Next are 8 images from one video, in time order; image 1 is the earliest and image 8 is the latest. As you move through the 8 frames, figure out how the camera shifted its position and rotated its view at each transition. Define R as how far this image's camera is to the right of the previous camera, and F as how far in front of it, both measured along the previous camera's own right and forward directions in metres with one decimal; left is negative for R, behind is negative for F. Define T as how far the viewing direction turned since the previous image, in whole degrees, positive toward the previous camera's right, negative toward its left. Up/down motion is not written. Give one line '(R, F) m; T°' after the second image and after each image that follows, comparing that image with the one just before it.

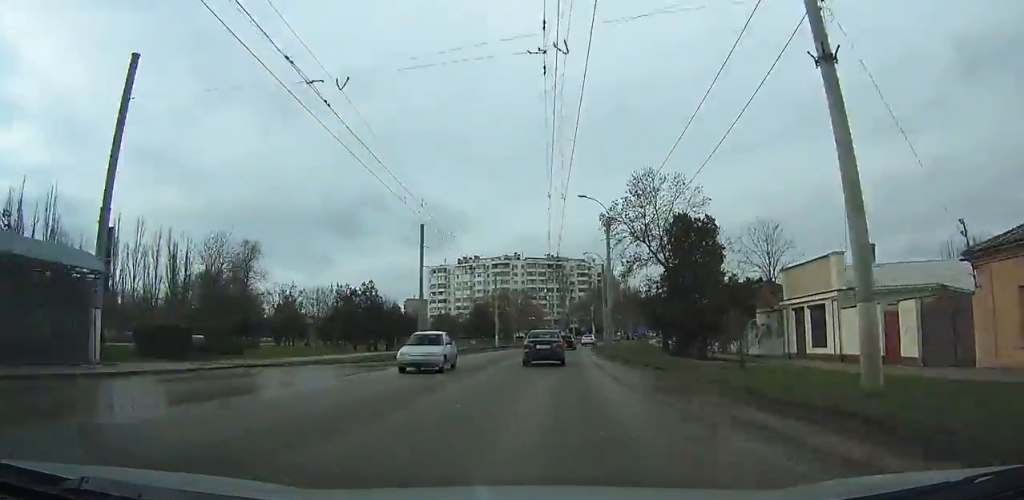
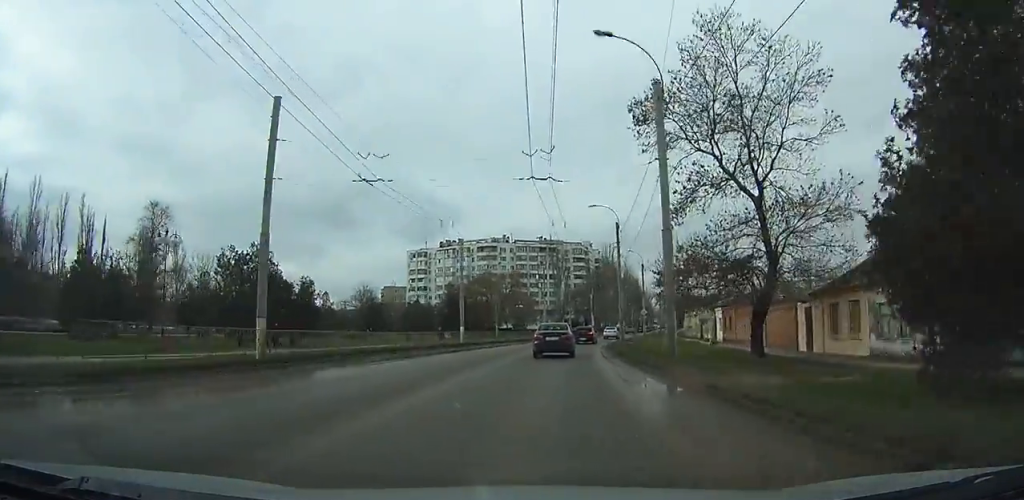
(+0.5, +21.6) m; +2°
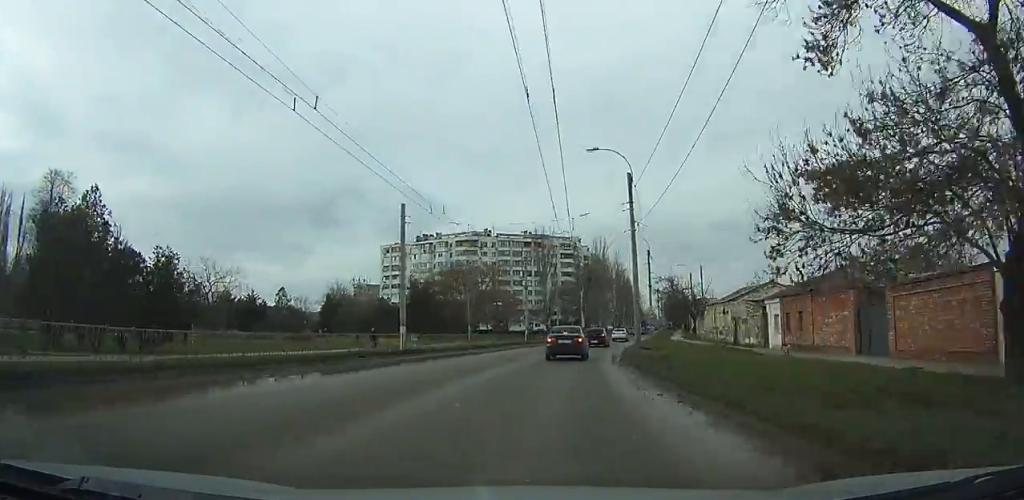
(+0.2, +14.6) m; +2°
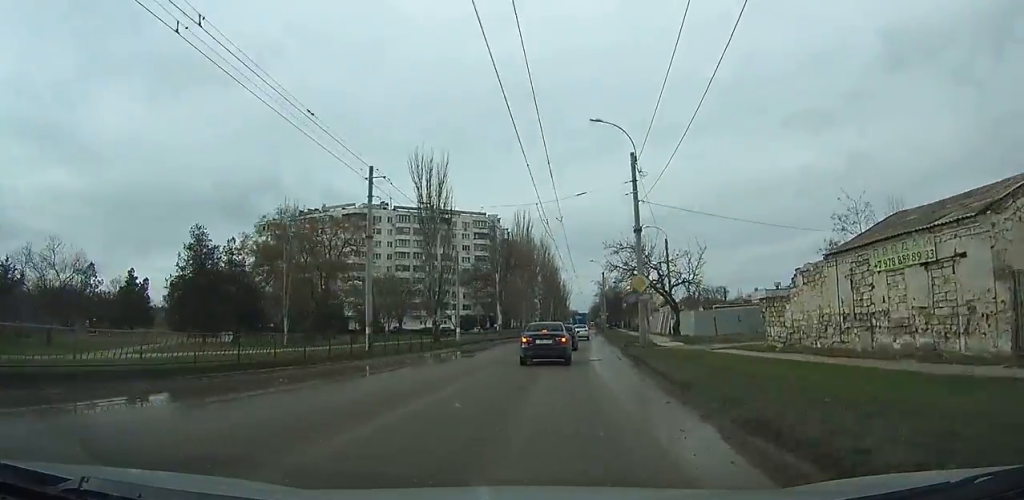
(+1.7, +32.2) m; +6°
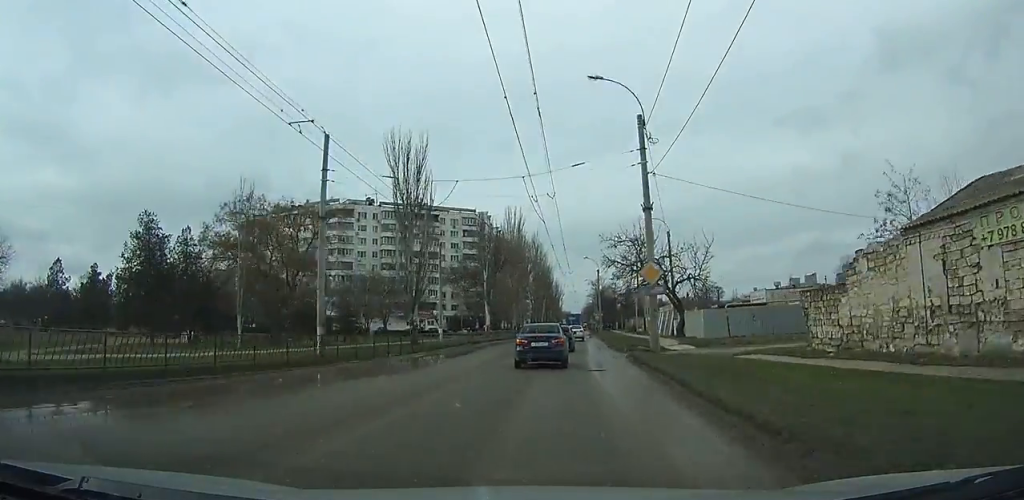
(0.0, +5.3) m; +1°
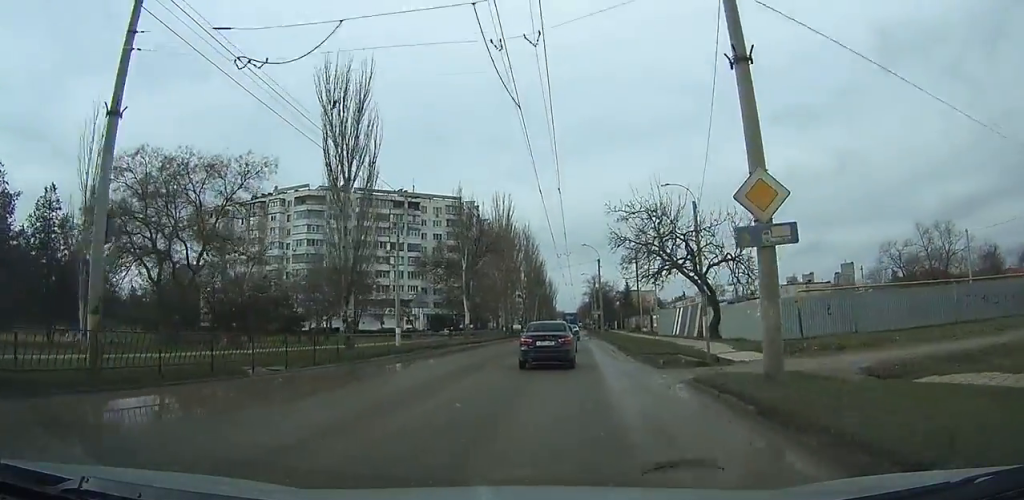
(+0.1, +12.5) m; 0°
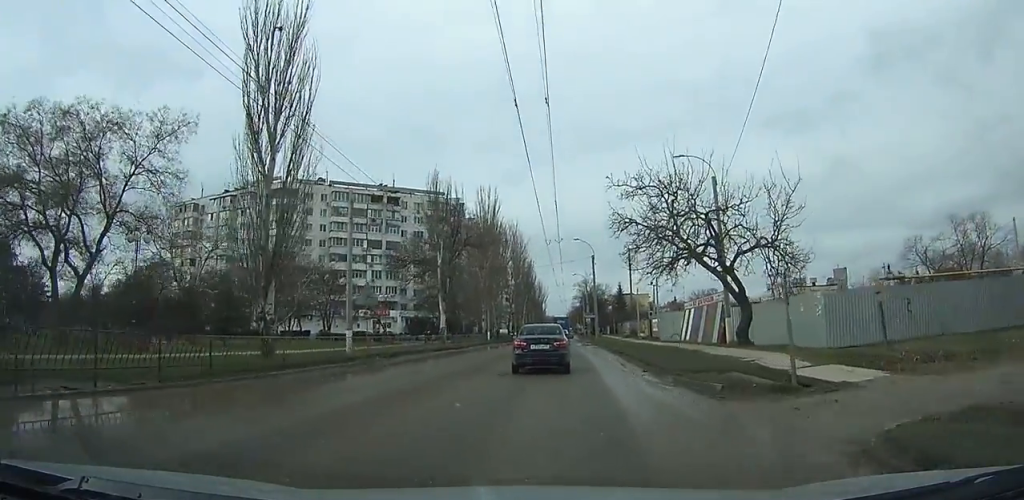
(0.0, +7.6) m; -1°
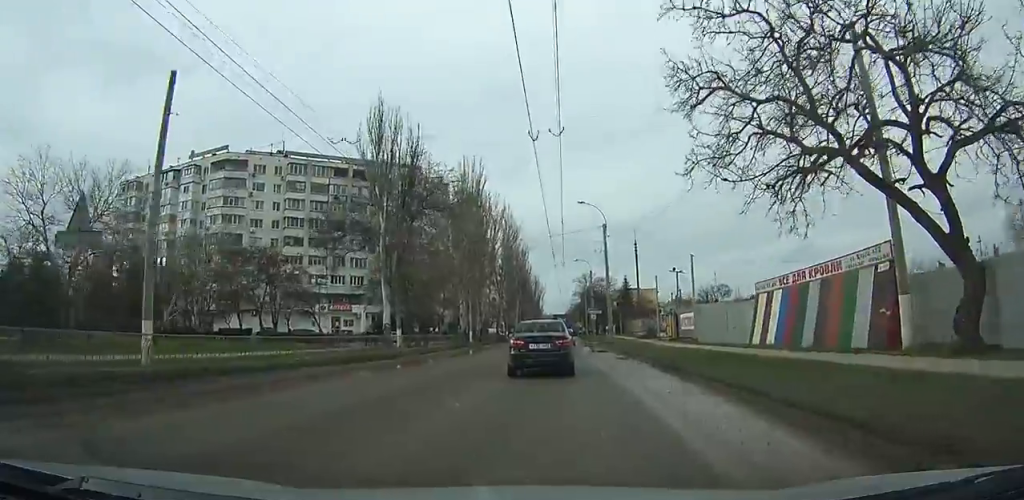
(-0.3, +16.6) m; -1°
